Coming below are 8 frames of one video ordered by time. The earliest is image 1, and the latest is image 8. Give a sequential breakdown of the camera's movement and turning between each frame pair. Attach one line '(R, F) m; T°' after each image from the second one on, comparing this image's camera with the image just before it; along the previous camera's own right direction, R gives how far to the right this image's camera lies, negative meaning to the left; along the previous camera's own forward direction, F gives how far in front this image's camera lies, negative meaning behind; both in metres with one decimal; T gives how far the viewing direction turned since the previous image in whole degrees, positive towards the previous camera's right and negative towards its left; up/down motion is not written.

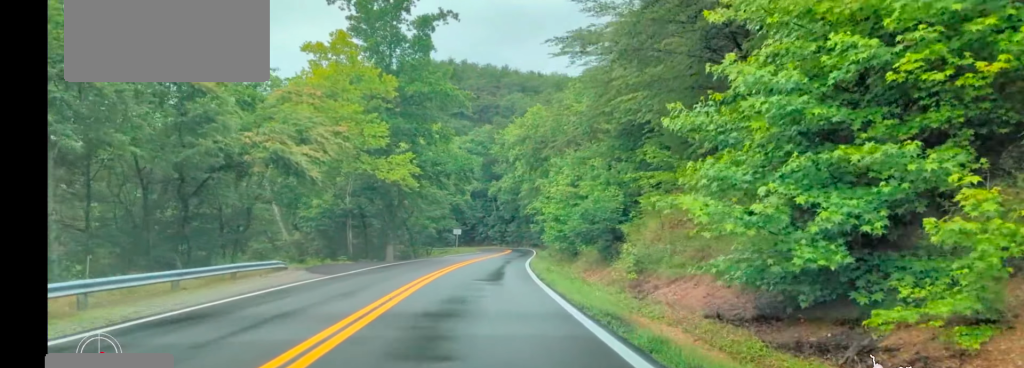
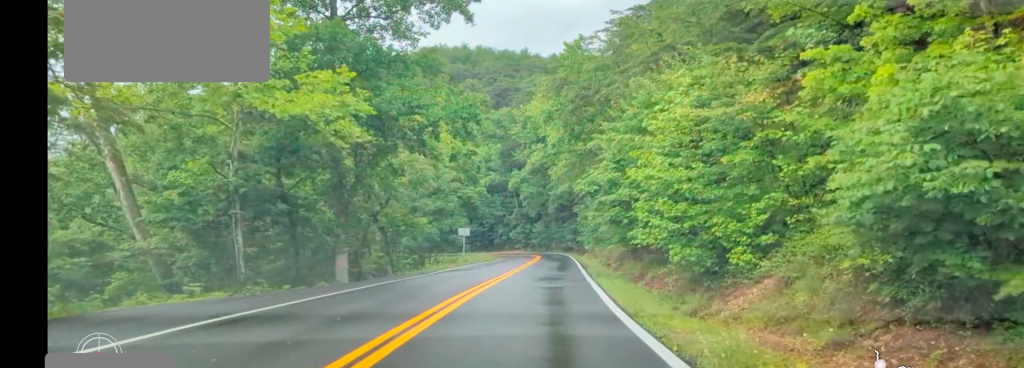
(-1.1, +20.3) m; -3°
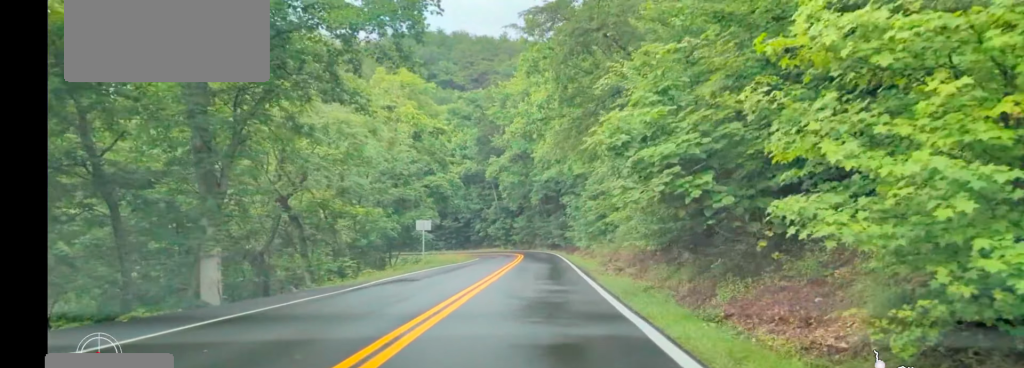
(0.0, +10.6) m; +1°
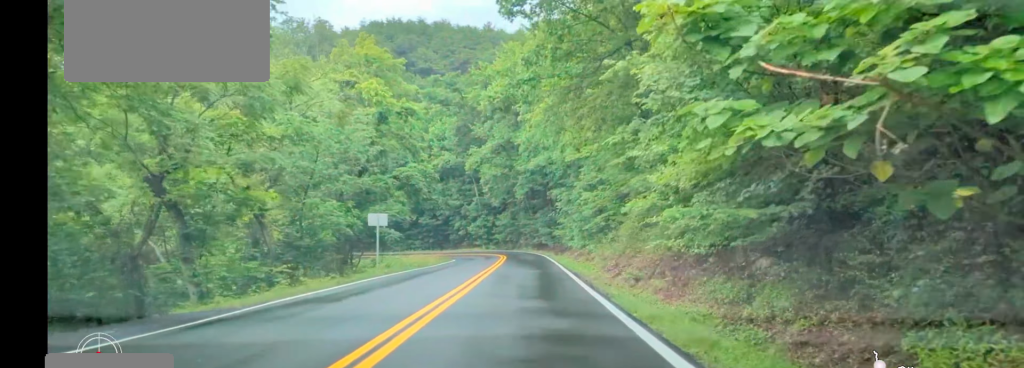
(+0.1, +7.1) m; +1°
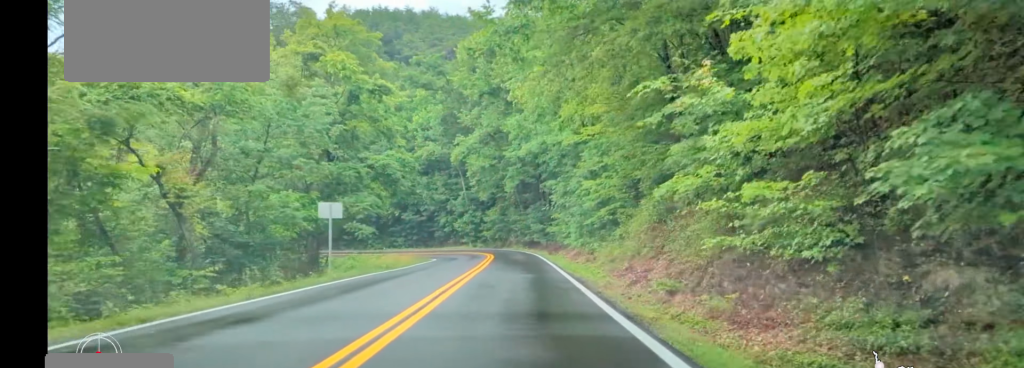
(0.0, +5.7) m; 0°
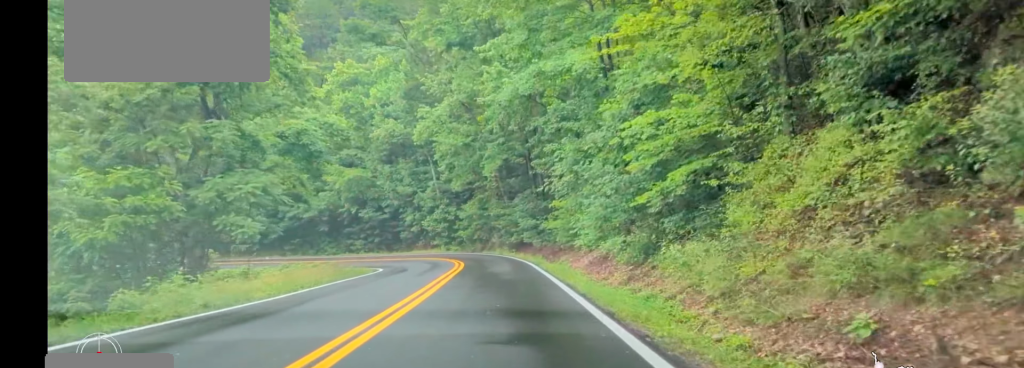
(0.0, +14.9) m; +1°
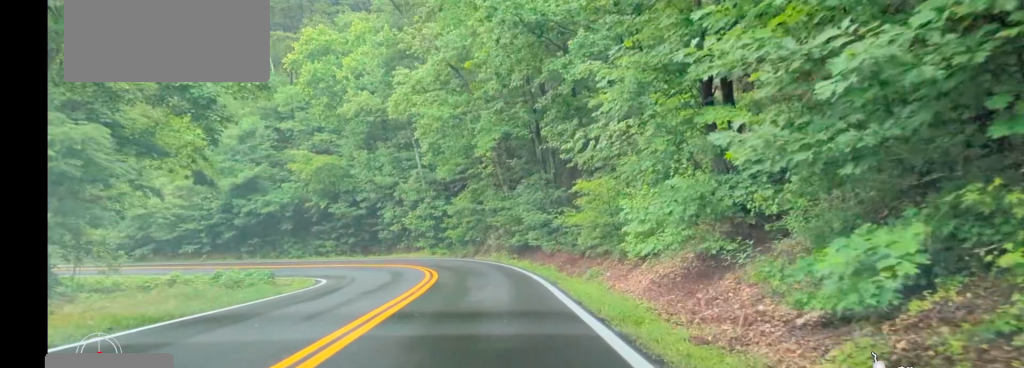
(+0.1, +10.8) m; +1°
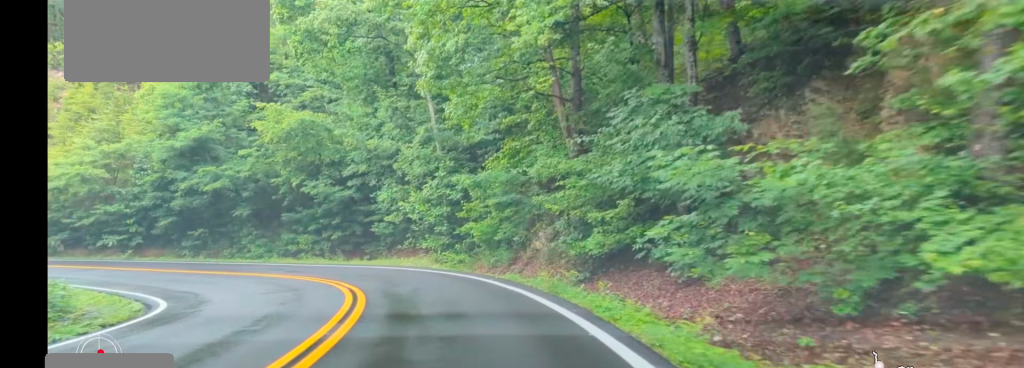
(0.0, +18.8) m; -5°
